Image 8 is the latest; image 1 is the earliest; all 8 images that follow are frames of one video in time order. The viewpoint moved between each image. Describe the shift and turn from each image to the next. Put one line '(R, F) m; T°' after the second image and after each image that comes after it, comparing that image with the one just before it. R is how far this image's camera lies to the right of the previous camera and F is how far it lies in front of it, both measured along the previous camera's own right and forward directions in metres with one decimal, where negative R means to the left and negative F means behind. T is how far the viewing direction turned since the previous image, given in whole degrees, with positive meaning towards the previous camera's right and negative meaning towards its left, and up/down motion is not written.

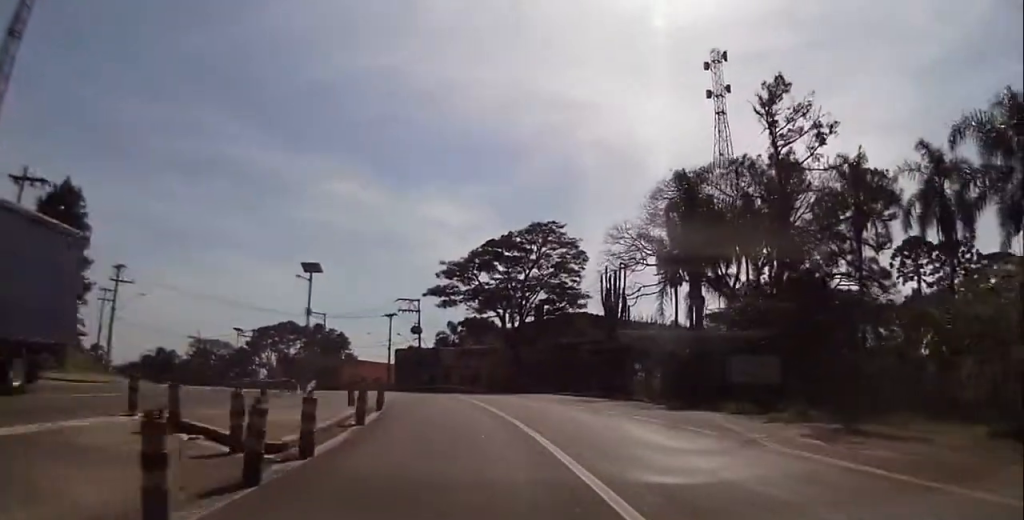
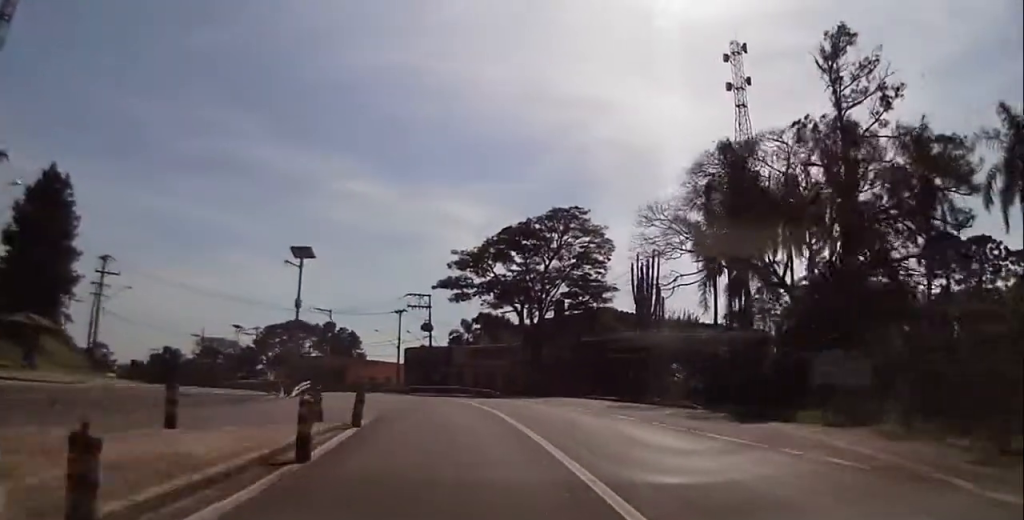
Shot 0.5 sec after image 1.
(0.0, +5.2) m; 0°
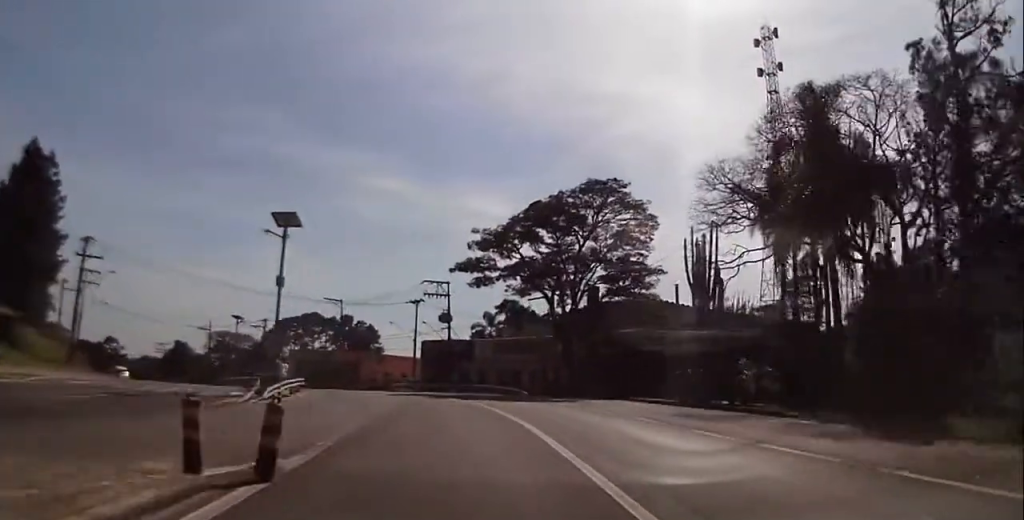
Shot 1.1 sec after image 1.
(0.0, +6.0) m; -1°
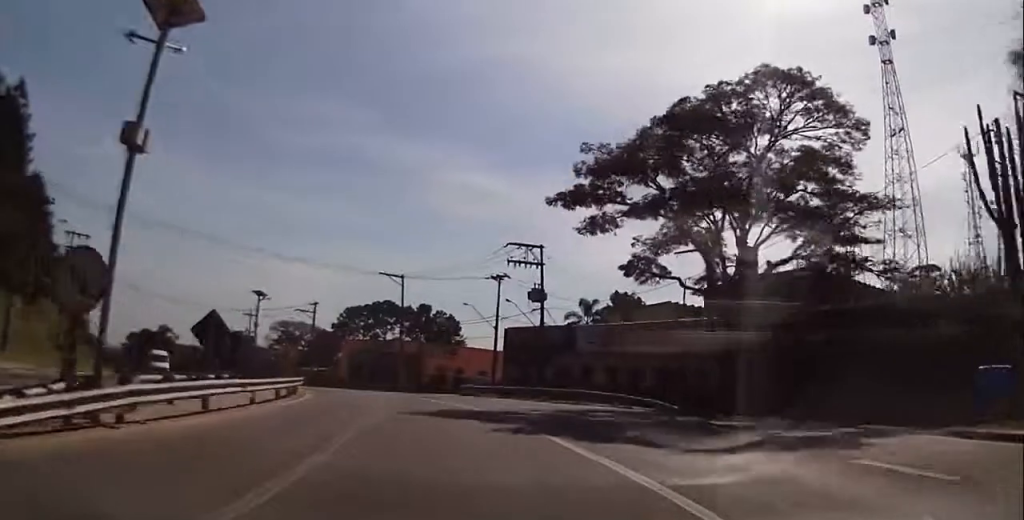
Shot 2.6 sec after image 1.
(-0.3, +15.2) m; -6°
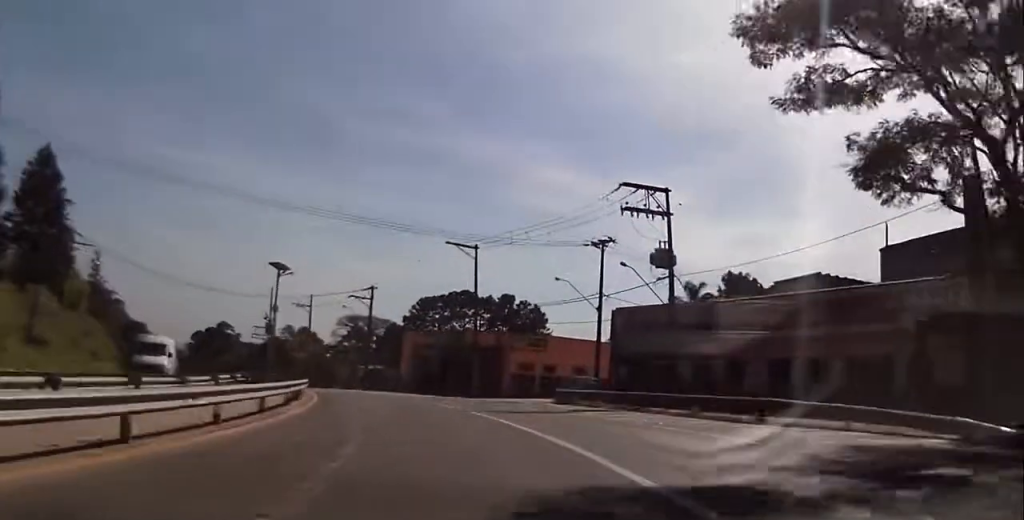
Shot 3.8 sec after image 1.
(-1.2, +13.6) m; -8°
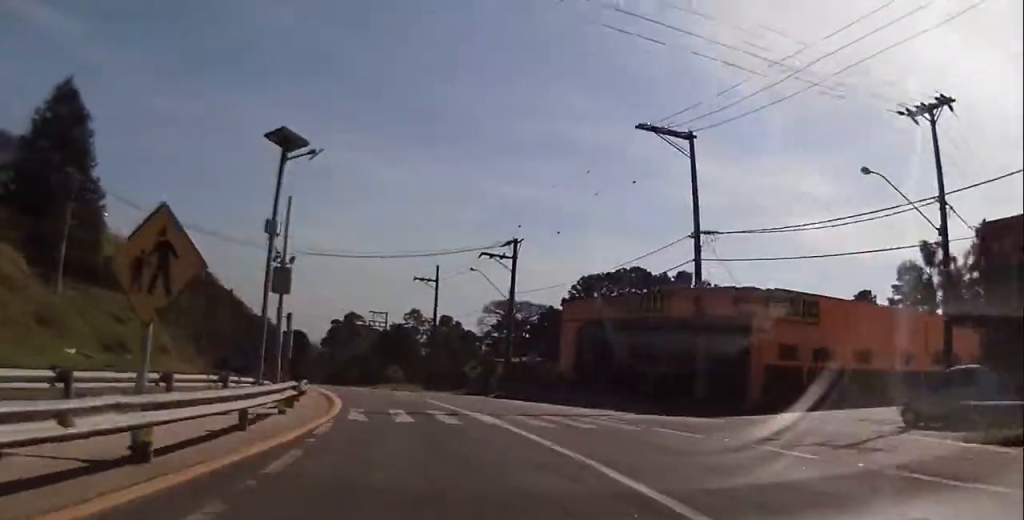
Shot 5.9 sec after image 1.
(-1.8, +23.7) m; -9°
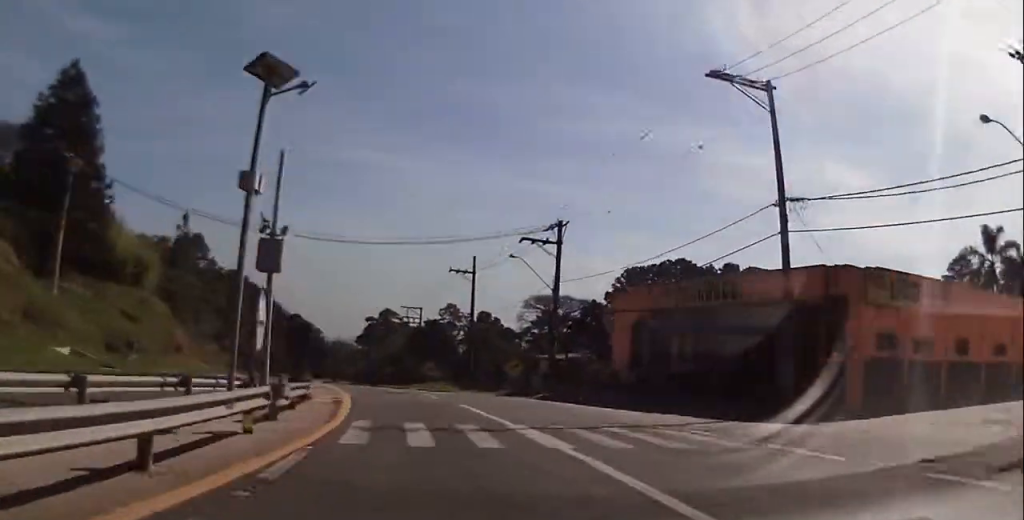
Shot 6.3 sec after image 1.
(0.0, +4.3) m; -3°
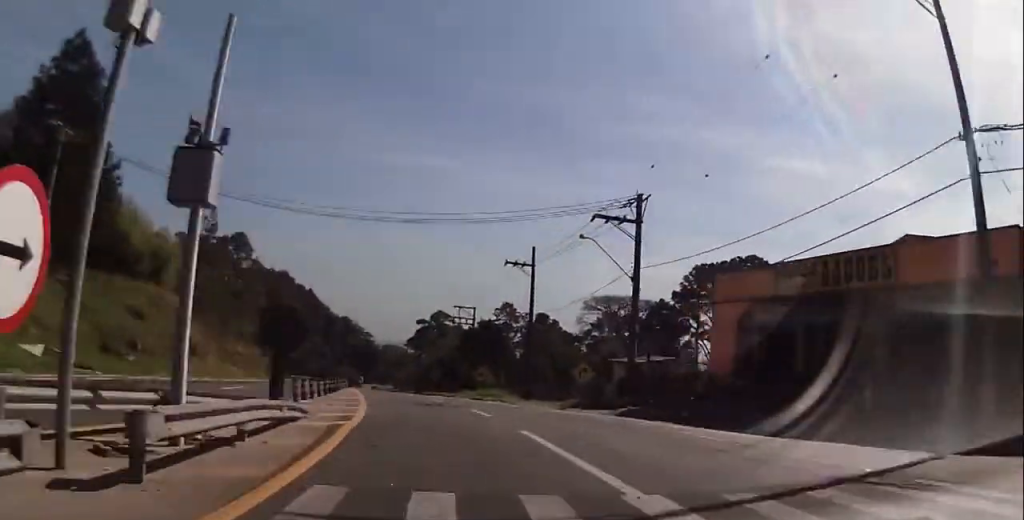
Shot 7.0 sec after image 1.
(-0.4, +6.7) m; -5°
